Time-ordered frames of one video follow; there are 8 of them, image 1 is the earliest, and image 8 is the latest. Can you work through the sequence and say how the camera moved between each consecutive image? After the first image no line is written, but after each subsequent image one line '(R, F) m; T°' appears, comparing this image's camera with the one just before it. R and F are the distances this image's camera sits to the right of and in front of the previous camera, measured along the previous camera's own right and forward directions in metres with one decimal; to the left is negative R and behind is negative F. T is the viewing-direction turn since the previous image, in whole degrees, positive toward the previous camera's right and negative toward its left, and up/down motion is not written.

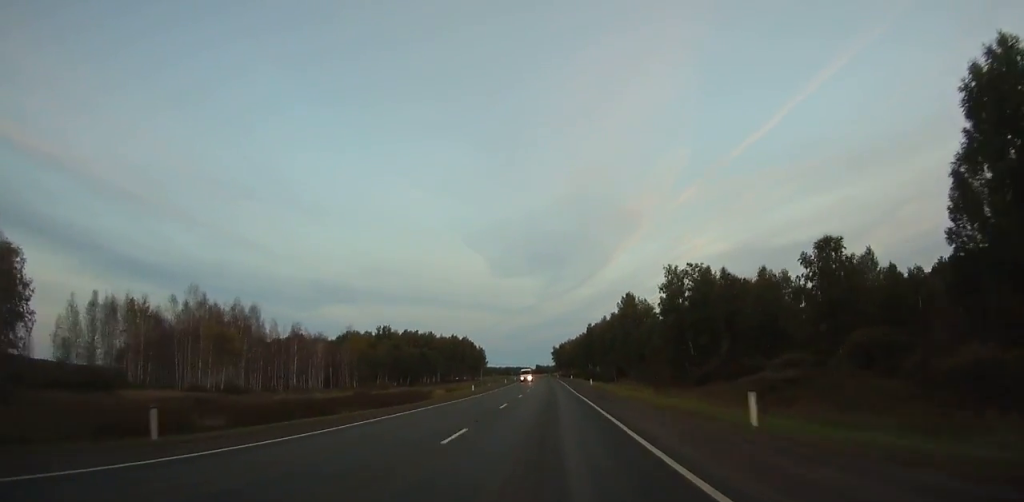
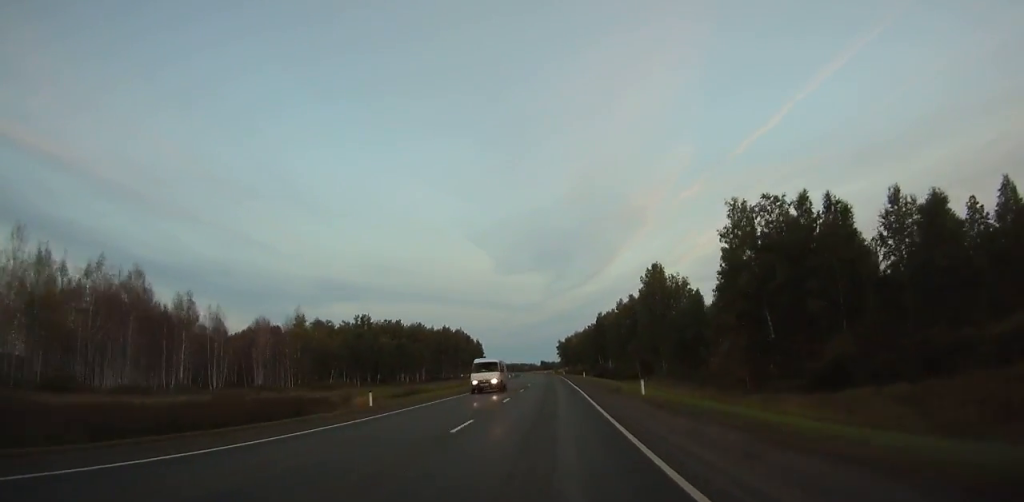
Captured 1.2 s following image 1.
(+0.1, +34.1) m; -1°
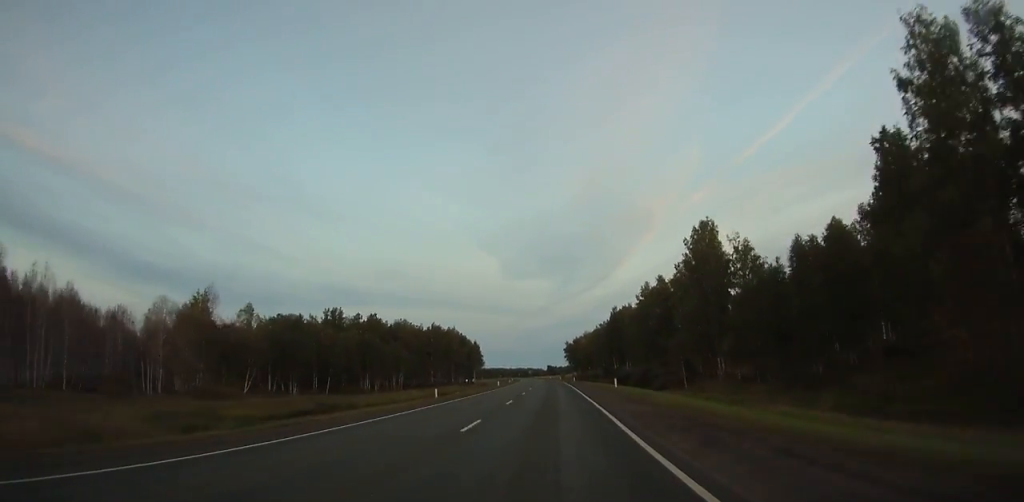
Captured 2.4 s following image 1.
(-0.4, +34.1) m; -1°
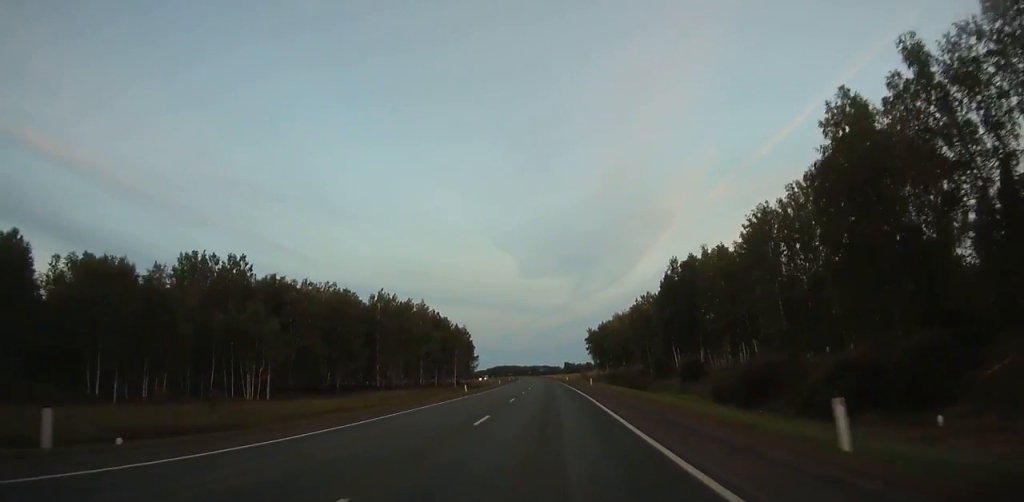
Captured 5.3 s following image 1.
(-1.2, +82.0) m; -2°
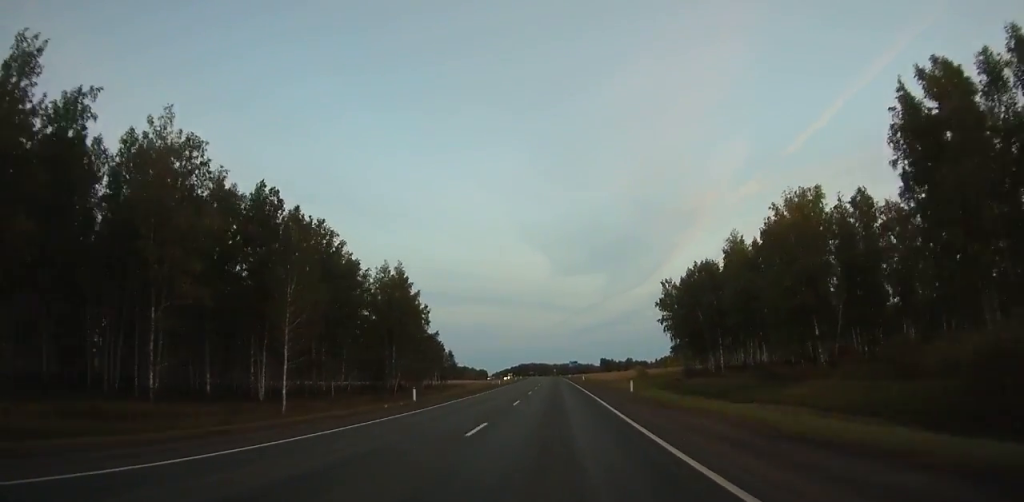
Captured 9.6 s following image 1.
(-2.8, +121.5) m; -2°
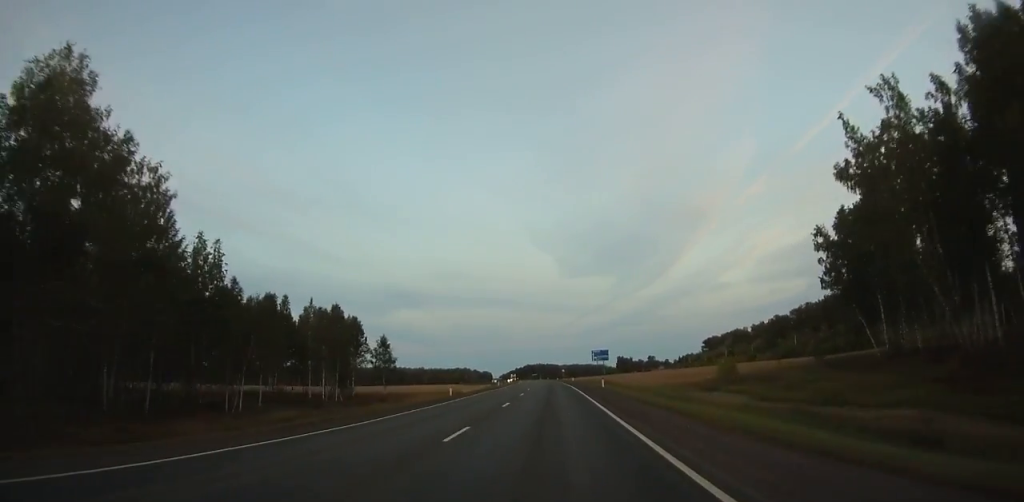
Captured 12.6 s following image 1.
(-0.6, +84.7) m; -1°
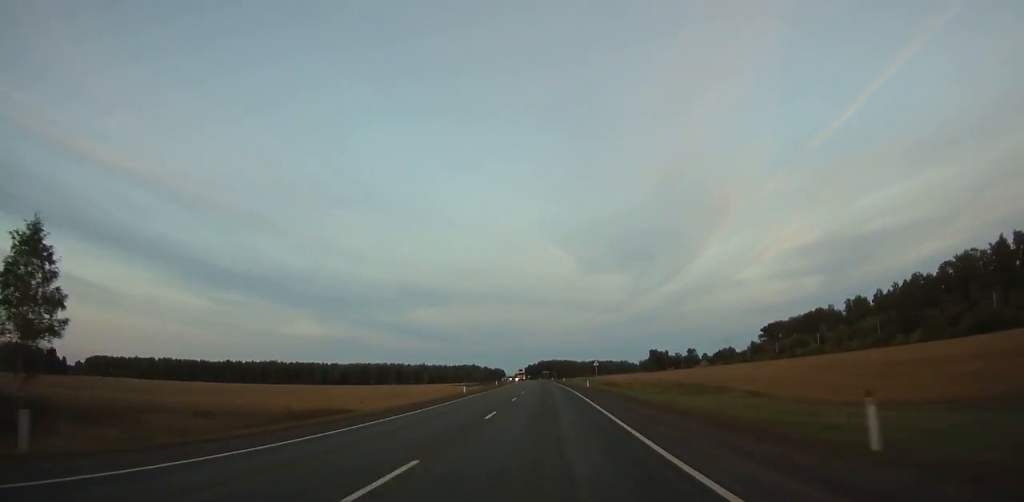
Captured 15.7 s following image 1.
(-1.6, +87.6) m; -2°
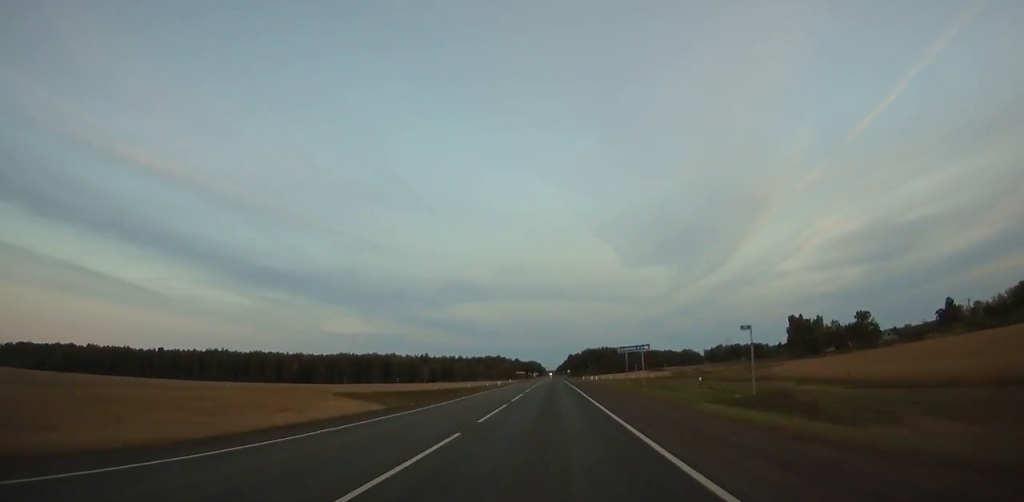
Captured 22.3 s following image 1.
(-7.8, +187.3) m; -4°
